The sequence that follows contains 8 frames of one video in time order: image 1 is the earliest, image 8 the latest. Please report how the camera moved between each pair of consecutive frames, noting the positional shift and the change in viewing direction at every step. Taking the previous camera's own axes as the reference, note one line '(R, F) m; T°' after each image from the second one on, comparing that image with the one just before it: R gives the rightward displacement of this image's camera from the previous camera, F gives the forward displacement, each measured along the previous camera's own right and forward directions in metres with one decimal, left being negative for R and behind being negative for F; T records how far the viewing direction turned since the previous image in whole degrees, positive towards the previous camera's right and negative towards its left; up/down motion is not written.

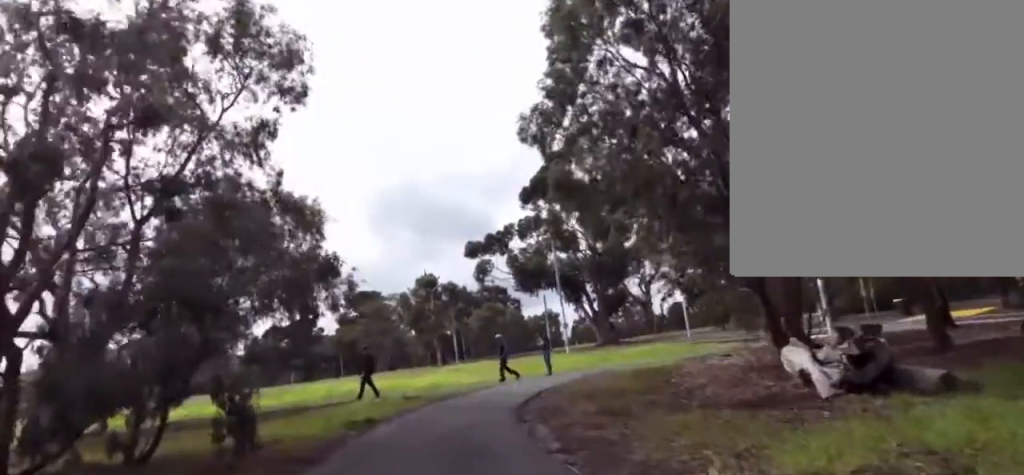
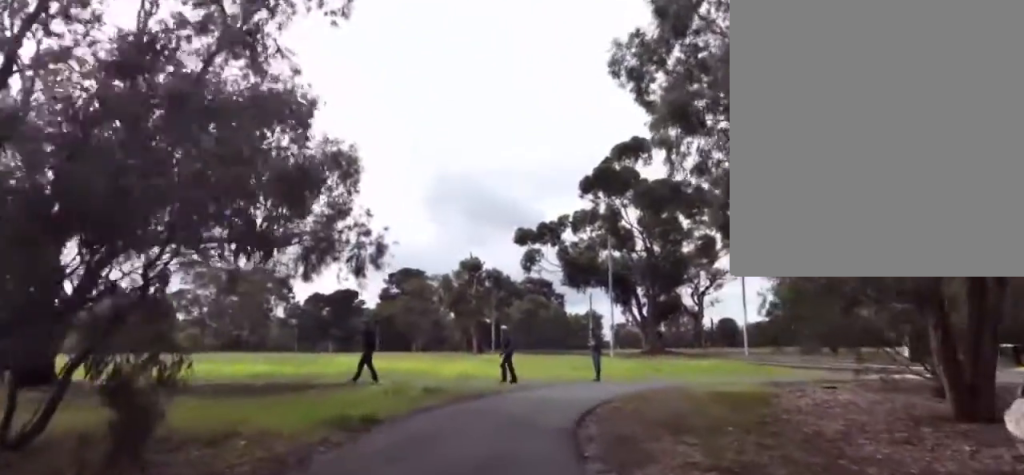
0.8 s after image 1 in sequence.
(-0.4, +3.6) m; -3°
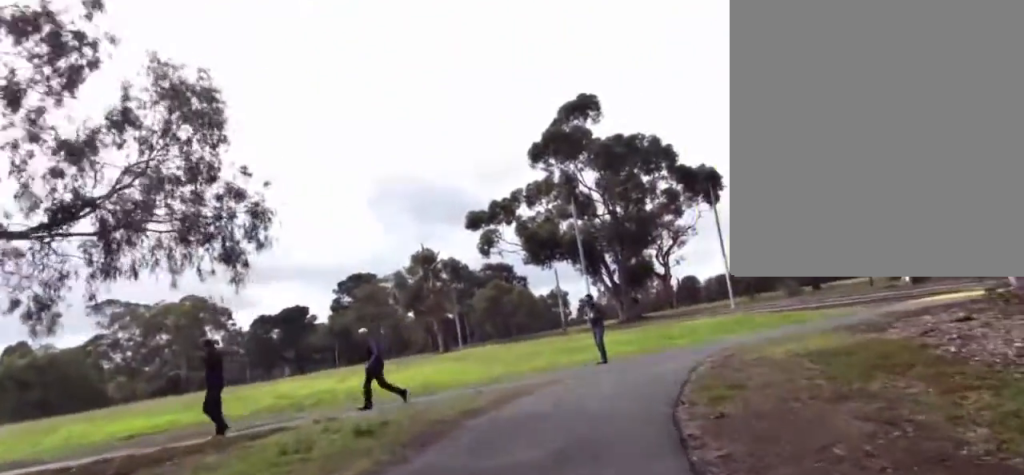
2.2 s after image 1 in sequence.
(+0.7, +6.2) m; +12°
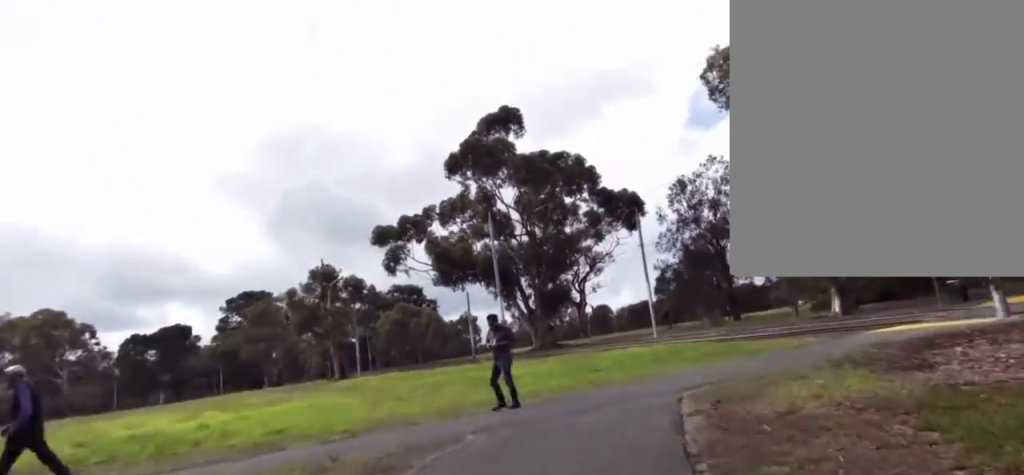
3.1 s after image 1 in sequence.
(+0.3, +4.5) m; +9°
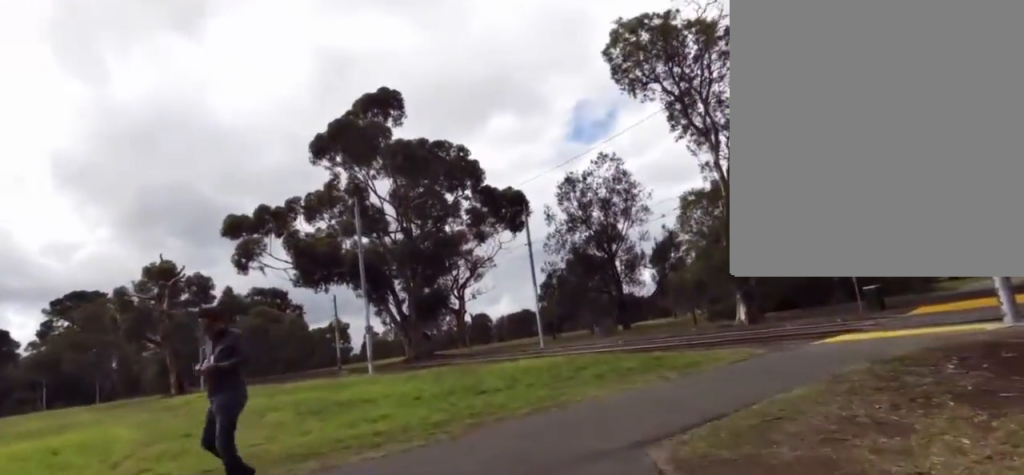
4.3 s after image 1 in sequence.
(+0.6, +4.9) m; +17°
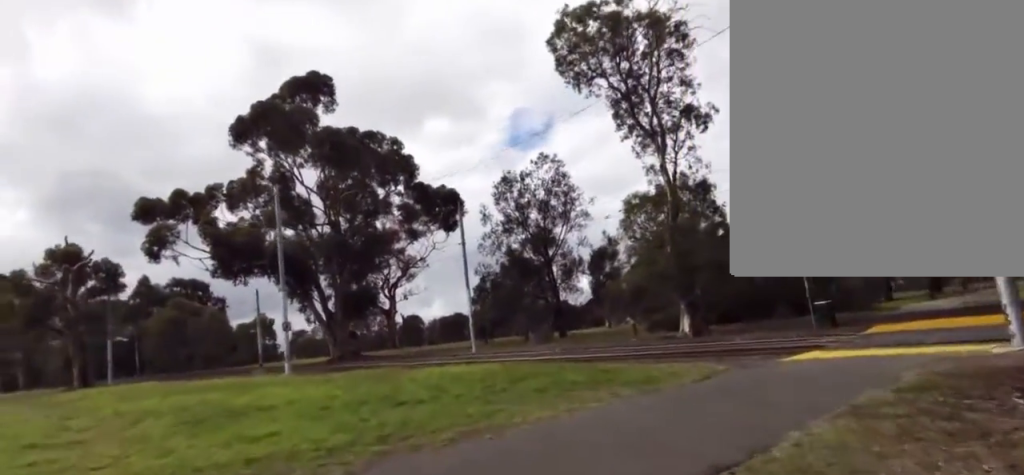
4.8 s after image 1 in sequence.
(+0.1, +2.1) m; +6°
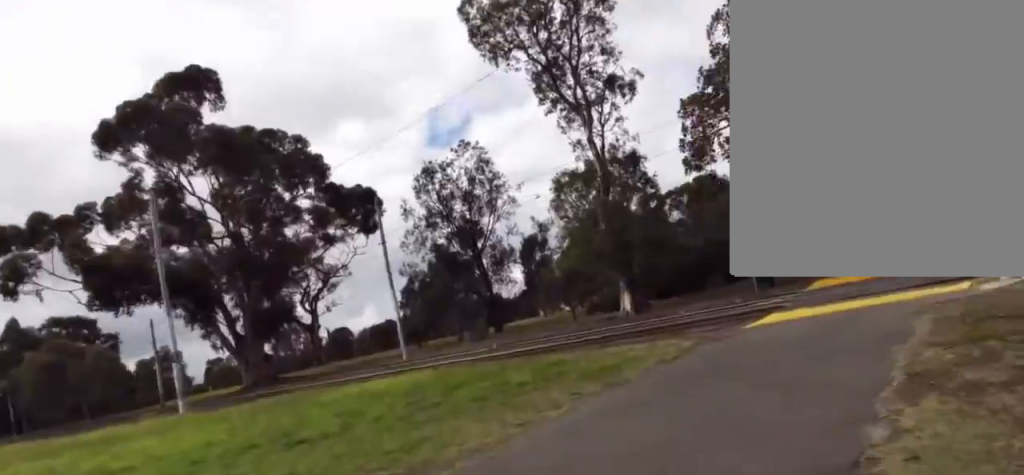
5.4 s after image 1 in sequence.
(+0.2, +2.4) m; +2°
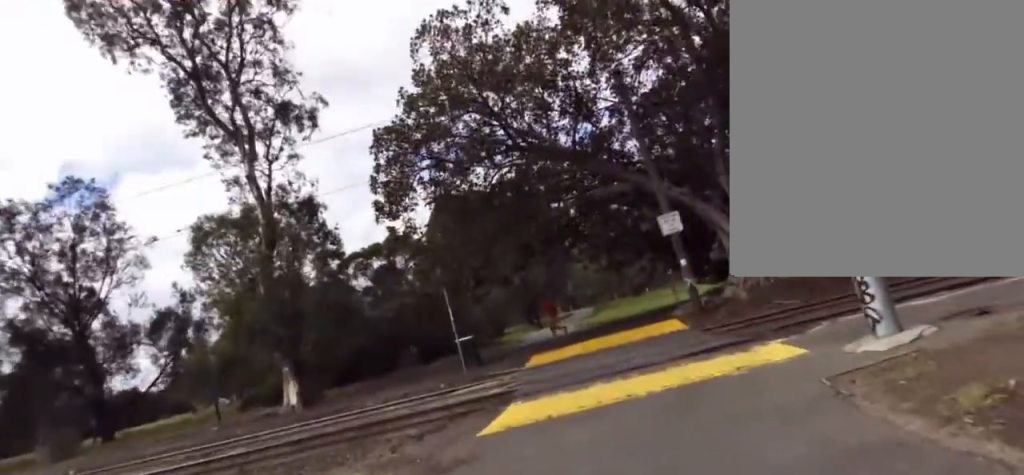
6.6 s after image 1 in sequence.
(+0.1, +5.0) m; +20°
